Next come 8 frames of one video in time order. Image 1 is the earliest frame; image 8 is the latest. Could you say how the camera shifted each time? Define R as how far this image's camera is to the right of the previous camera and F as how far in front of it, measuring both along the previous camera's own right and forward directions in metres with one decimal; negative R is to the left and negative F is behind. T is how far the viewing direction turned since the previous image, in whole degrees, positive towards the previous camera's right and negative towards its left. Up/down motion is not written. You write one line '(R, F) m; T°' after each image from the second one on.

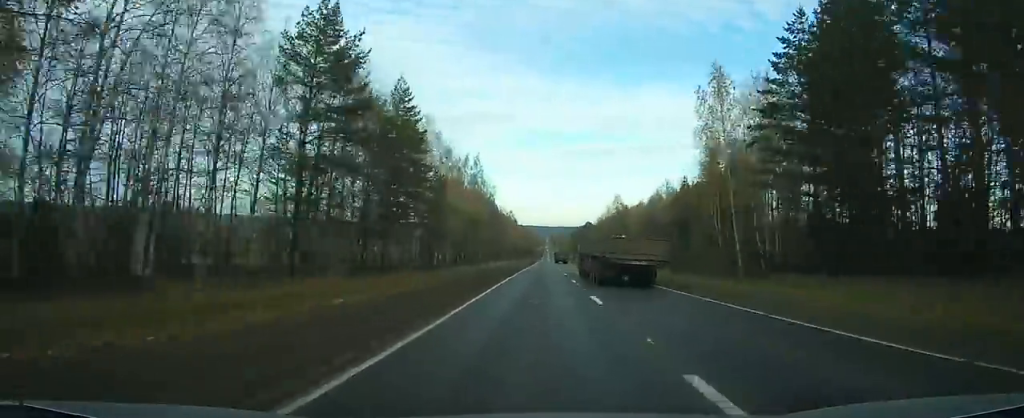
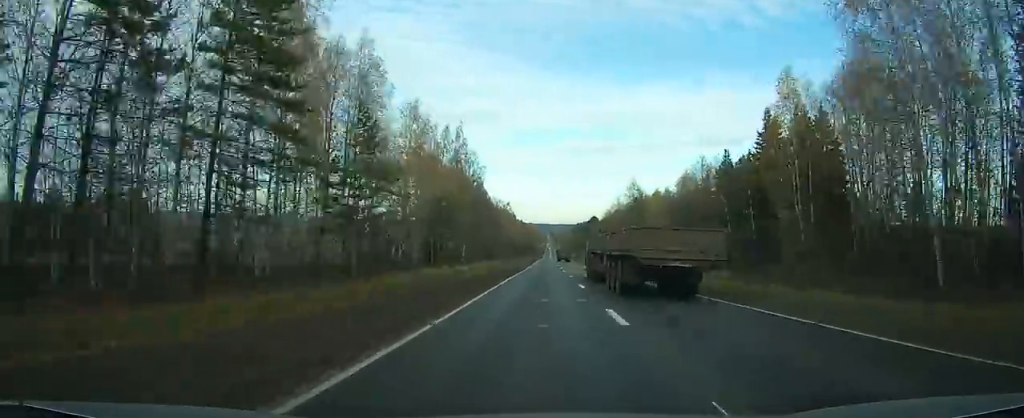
(0.0, +27.1) m; 0°
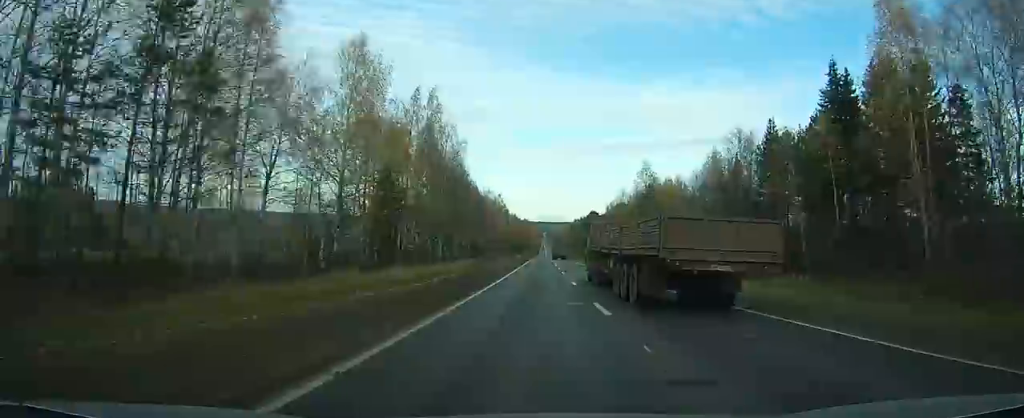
(+0.1, +21.7) m; 0°
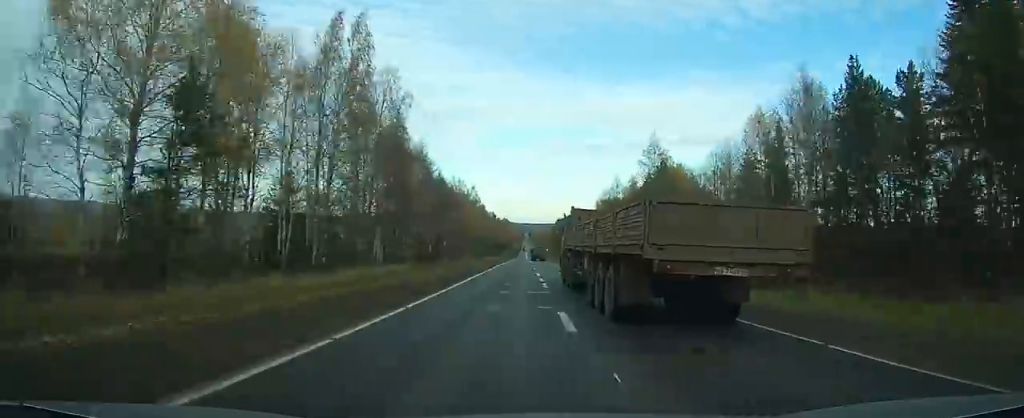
(+0.1, +28.2) m; +1°
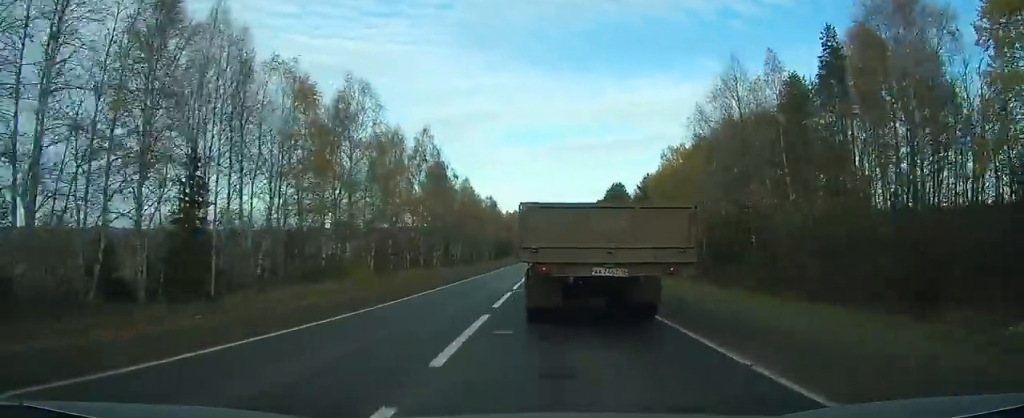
(+0.7, +94.7) m; 0°
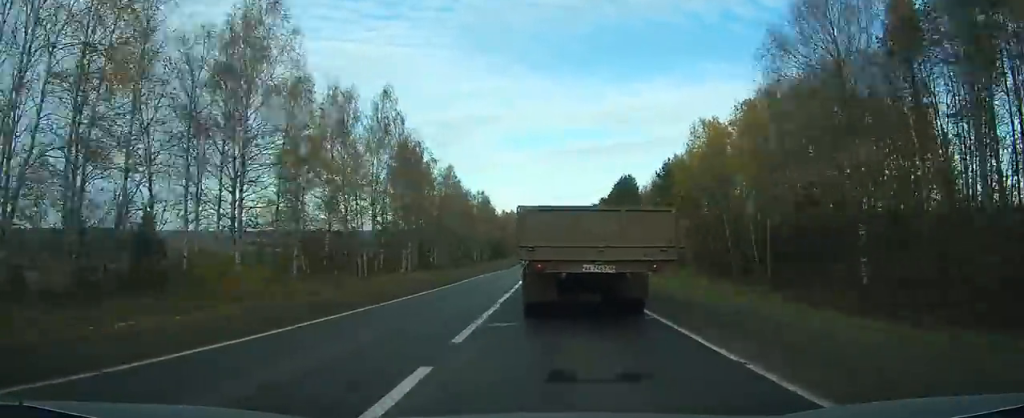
(-0.2, +22.8) m; 0°
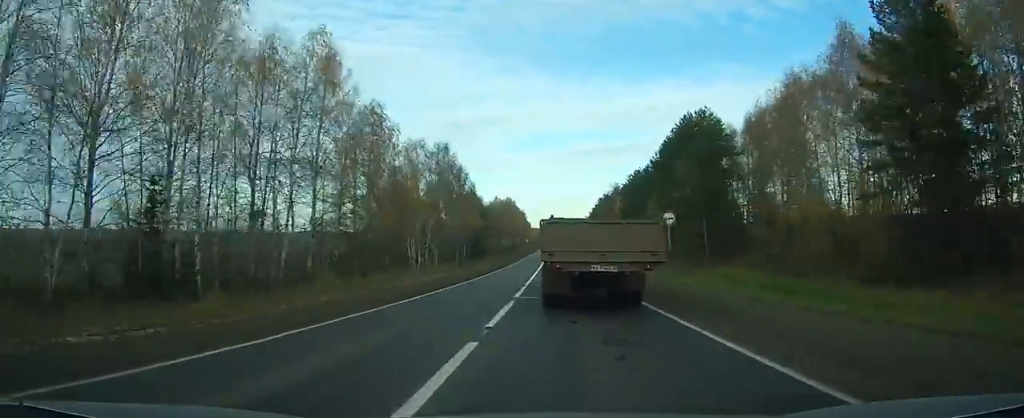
(-0.6, +69.3) m; -1°
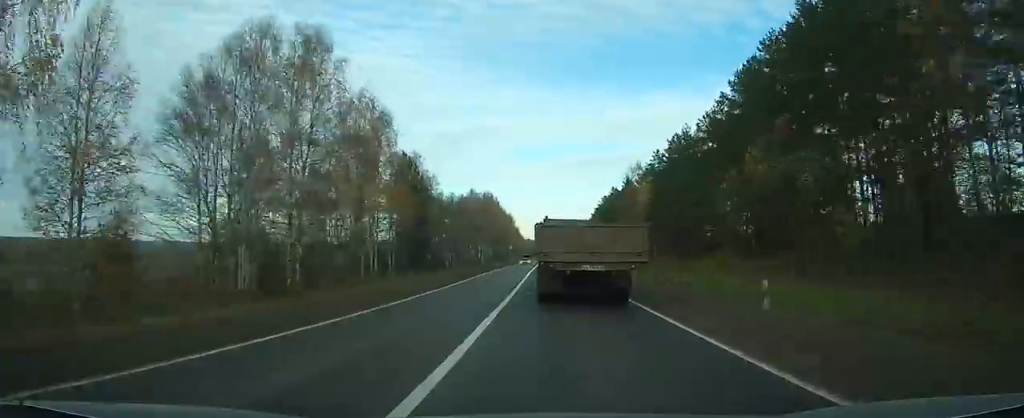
(0.0, +53.2) m; 0°
